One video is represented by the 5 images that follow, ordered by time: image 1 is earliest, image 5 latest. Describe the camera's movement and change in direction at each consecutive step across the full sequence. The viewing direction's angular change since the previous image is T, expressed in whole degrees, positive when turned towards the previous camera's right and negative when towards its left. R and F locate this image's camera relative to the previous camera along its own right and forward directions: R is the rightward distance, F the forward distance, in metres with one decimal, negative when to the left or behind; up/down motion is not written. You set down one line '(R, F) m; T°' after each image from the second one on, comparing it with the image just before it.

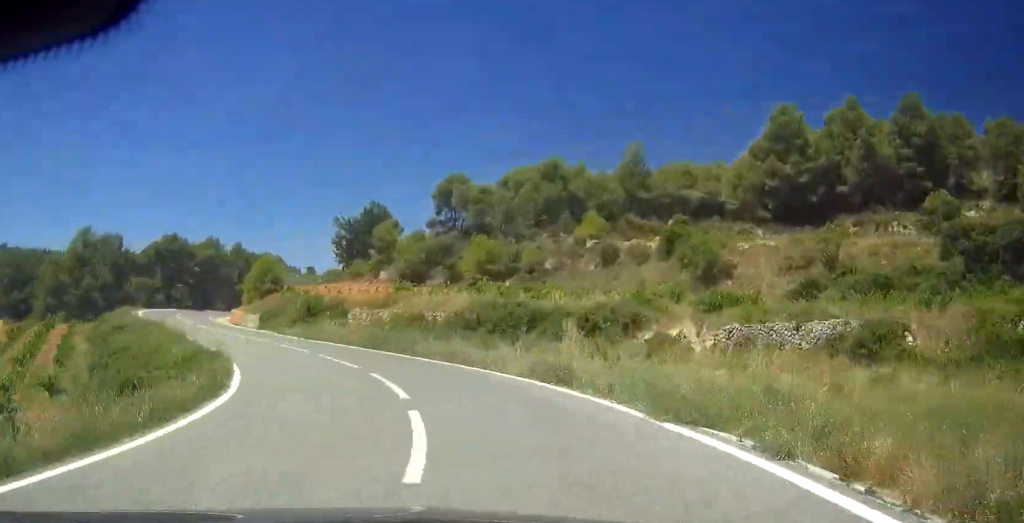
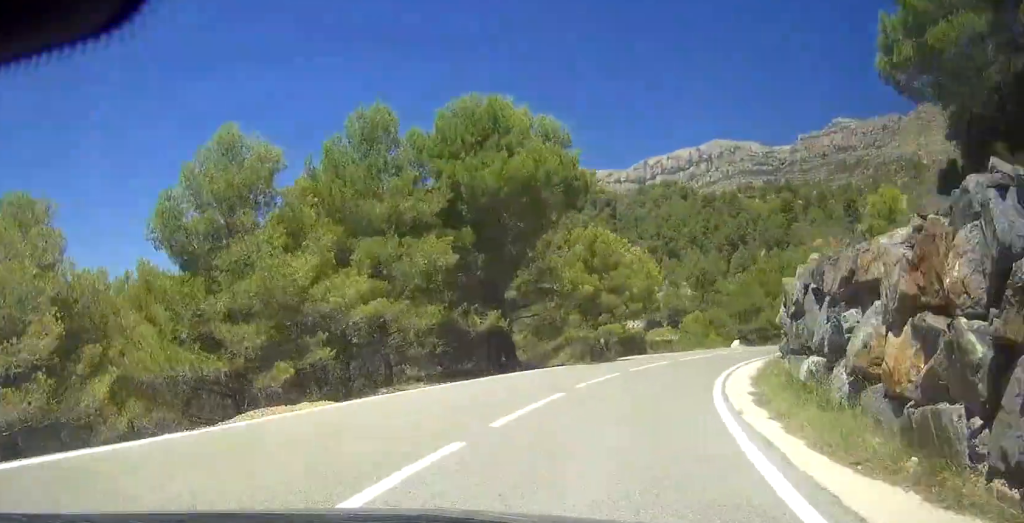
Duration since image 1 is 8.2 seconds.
(-5.8, +97.6) m; +36°
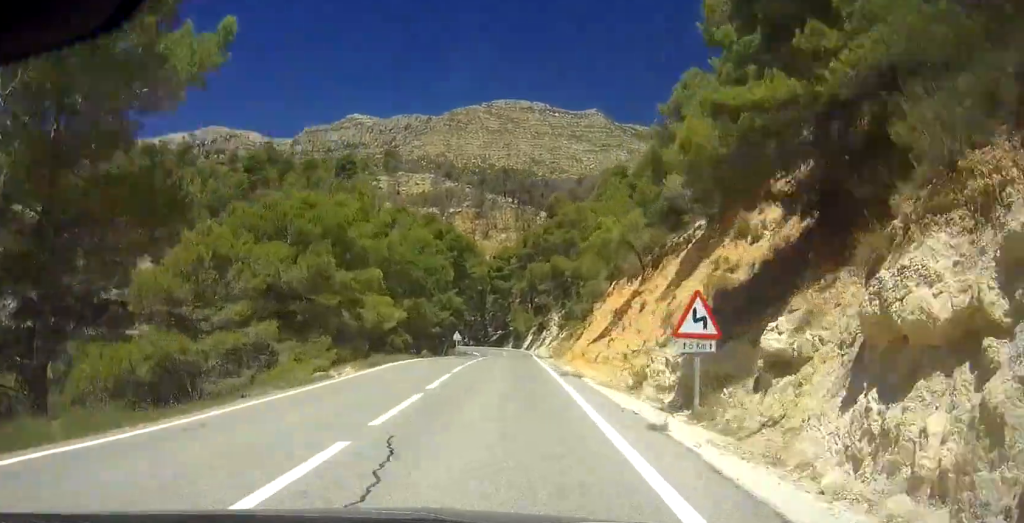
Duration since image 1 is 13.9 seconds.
(+34.6, +64.5) m; +35°
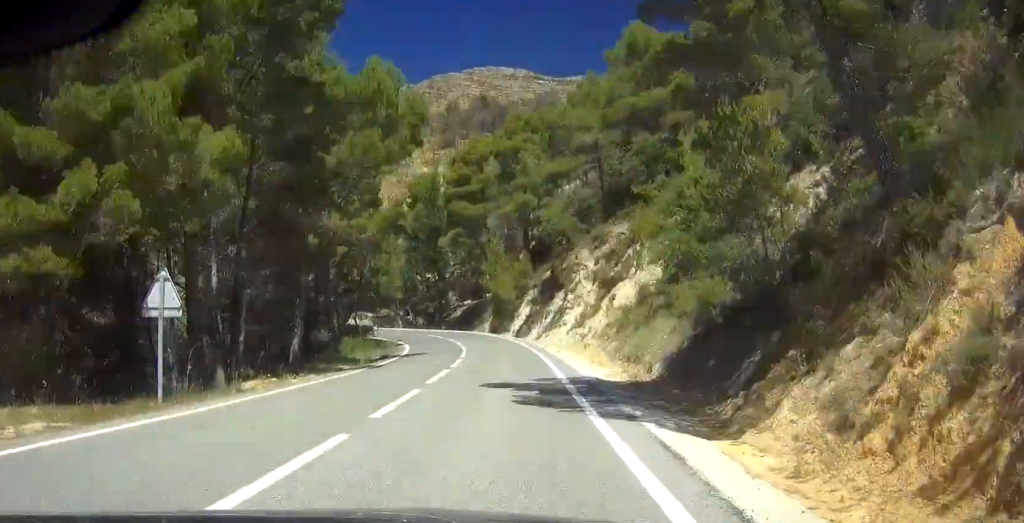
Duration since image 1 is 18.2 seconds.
(+3.3, +54.6) m; +1°
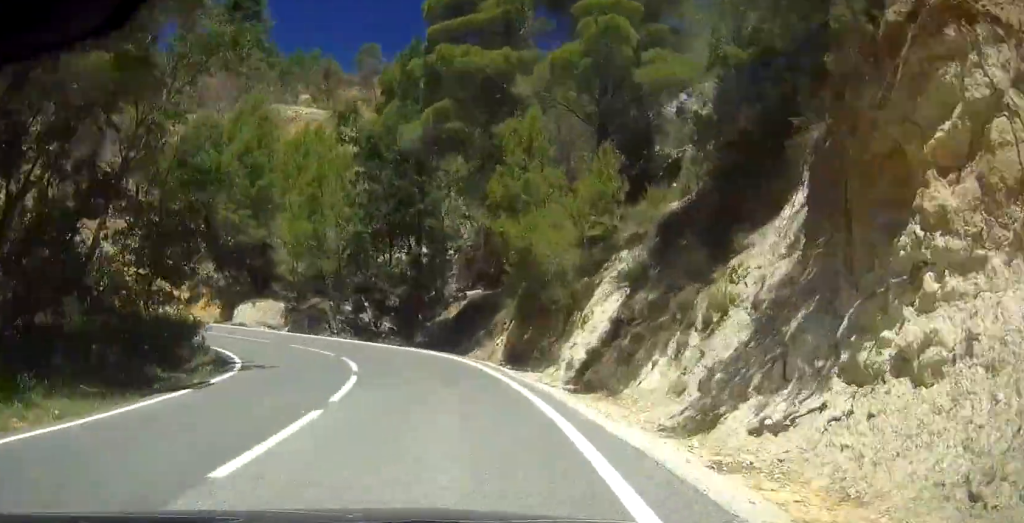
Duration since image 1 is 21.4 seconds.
(-1.5, +38.5) m; -22°
